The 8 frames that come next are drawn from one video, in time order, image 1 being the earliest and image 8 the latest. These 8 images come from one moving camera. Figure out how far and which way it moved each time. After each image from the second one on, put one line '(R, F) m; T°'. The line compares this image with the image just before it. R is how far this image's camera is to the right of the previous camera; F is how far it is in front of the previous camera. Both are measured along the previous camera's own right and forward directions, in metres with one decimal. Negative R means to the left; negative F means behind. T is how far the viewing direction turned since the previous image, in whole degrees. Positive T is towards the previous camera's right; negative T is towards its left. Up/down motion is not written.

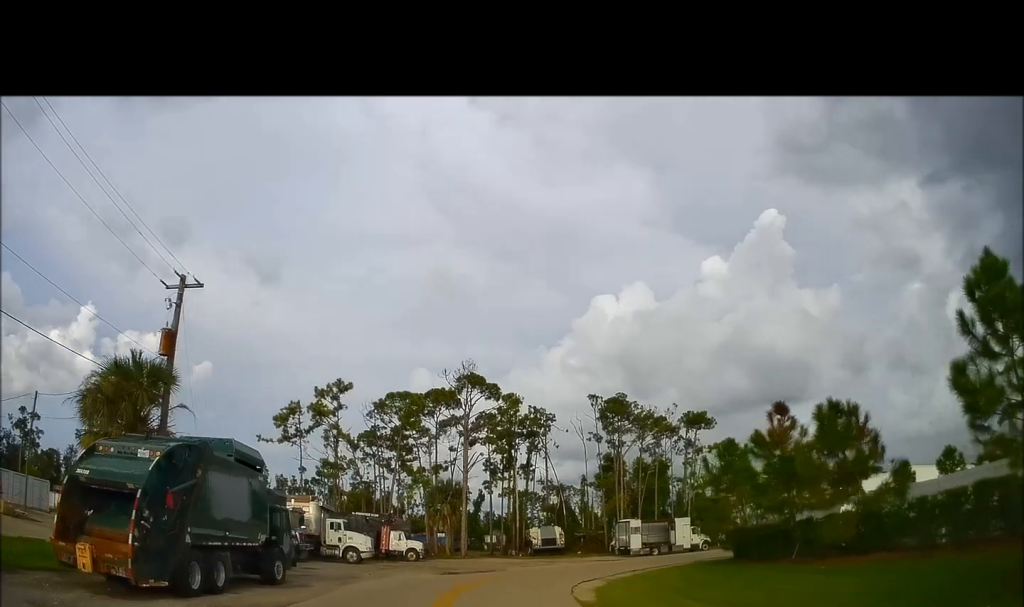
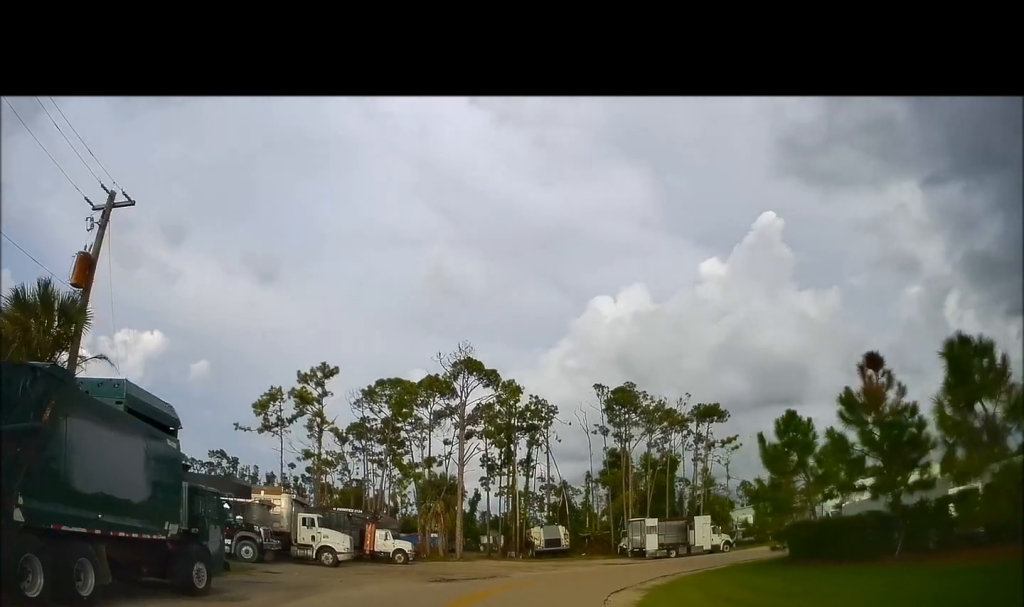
(0.0, +6.1) m; -1°
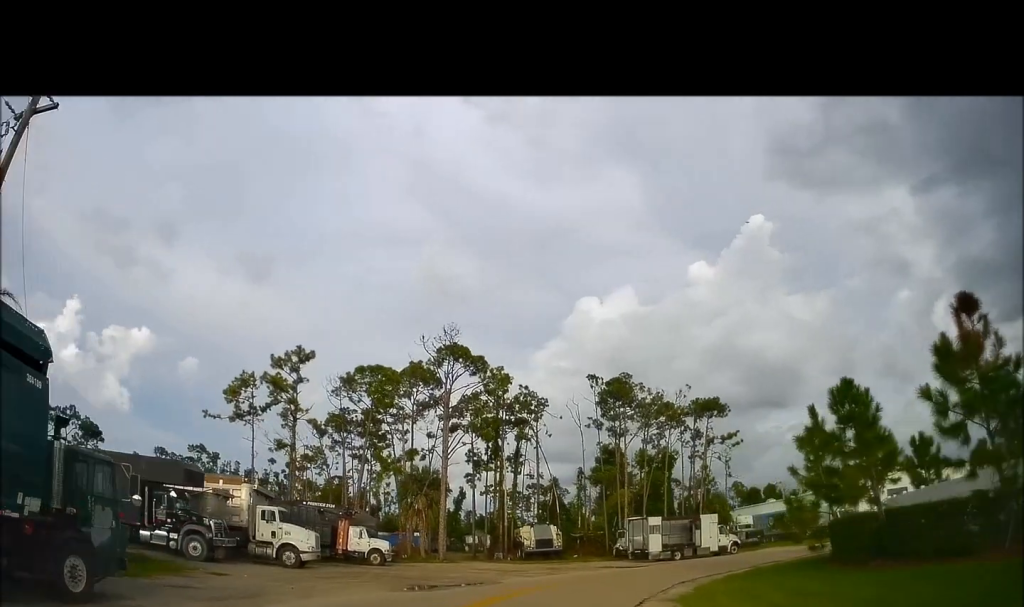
(-0.3, +4.8) m; 0°
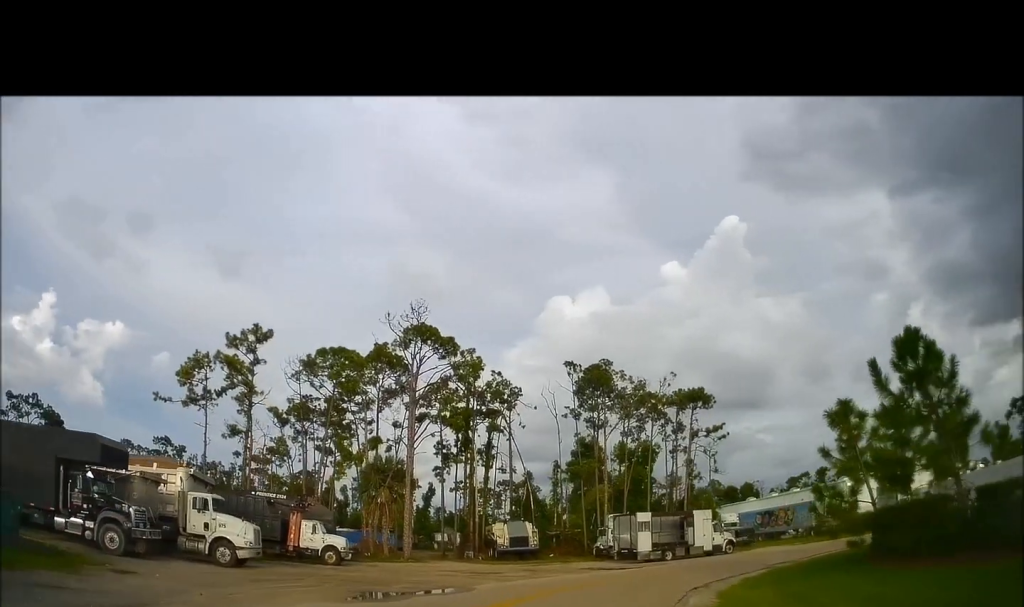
(-0.2, +5.1) m; +1°
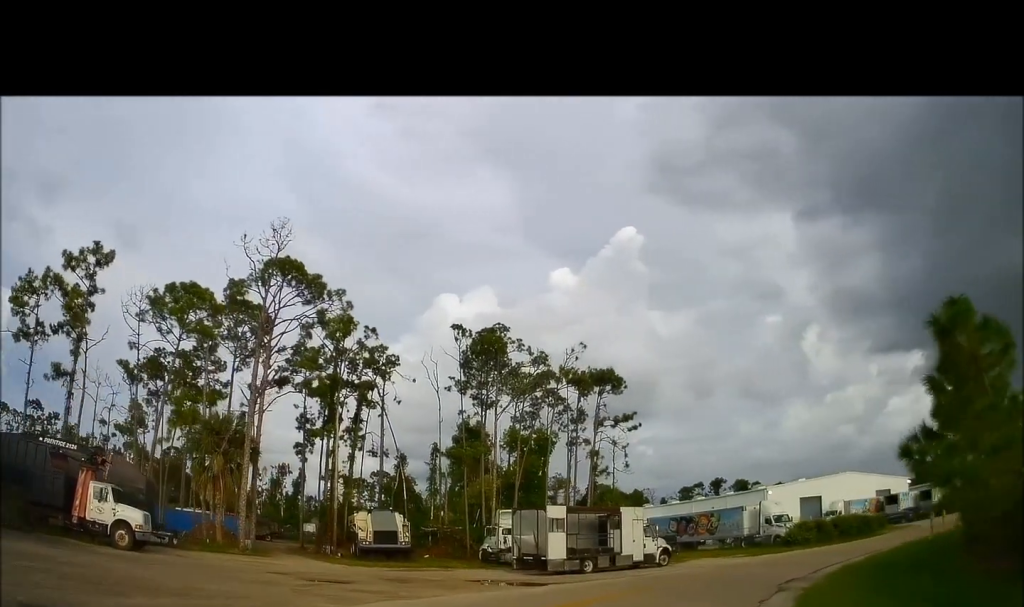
(+1.0, +12.3) m; +8°
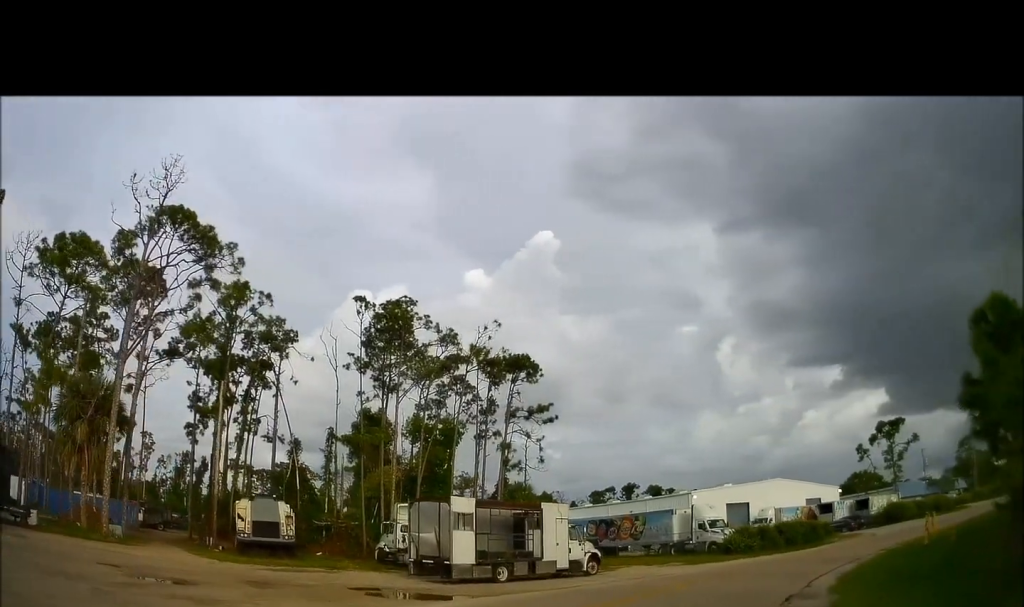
(+0.3, +6.4) m; +4°
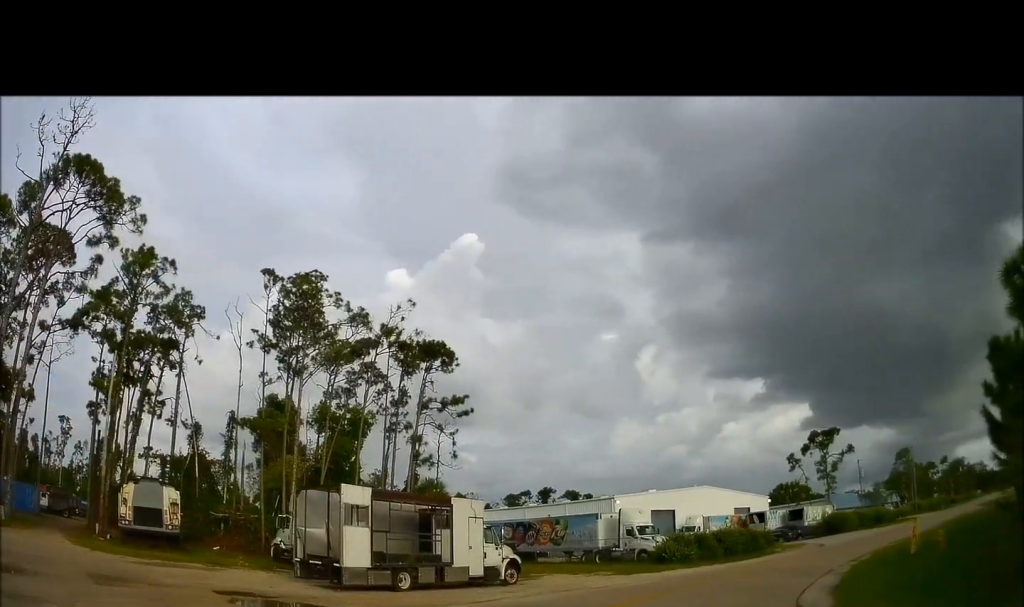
(-0.1, +4.3) m; +6°
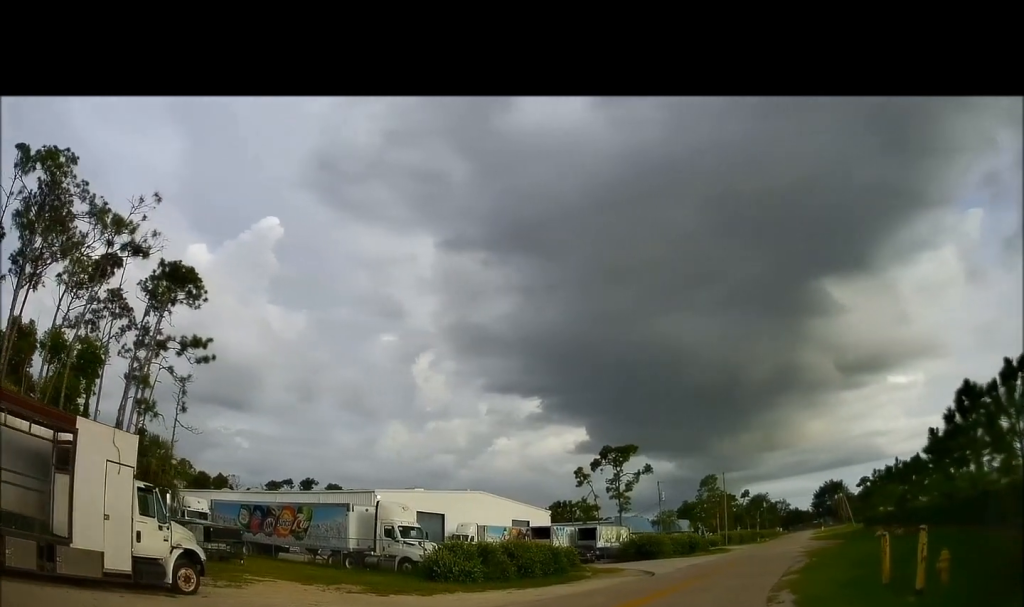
(+2.2, +9.6) m; +26°
